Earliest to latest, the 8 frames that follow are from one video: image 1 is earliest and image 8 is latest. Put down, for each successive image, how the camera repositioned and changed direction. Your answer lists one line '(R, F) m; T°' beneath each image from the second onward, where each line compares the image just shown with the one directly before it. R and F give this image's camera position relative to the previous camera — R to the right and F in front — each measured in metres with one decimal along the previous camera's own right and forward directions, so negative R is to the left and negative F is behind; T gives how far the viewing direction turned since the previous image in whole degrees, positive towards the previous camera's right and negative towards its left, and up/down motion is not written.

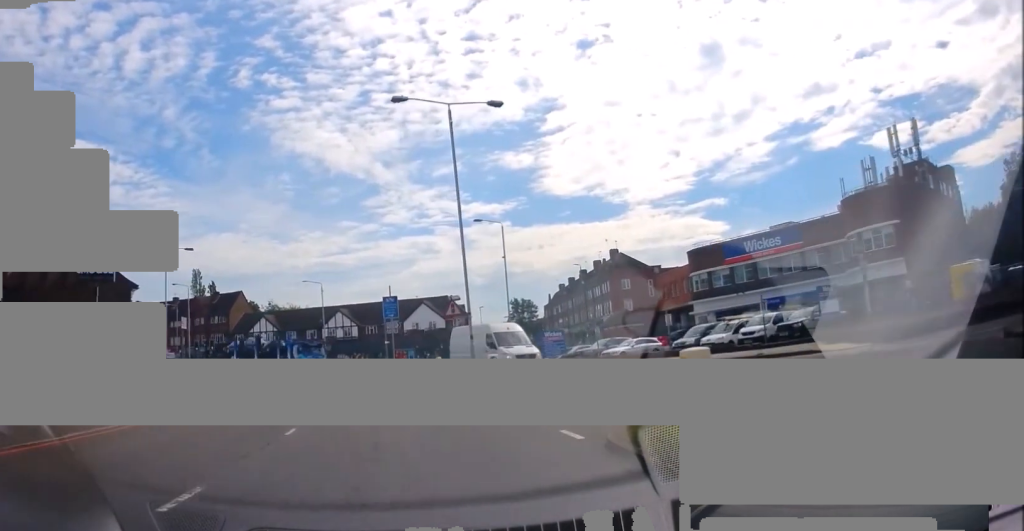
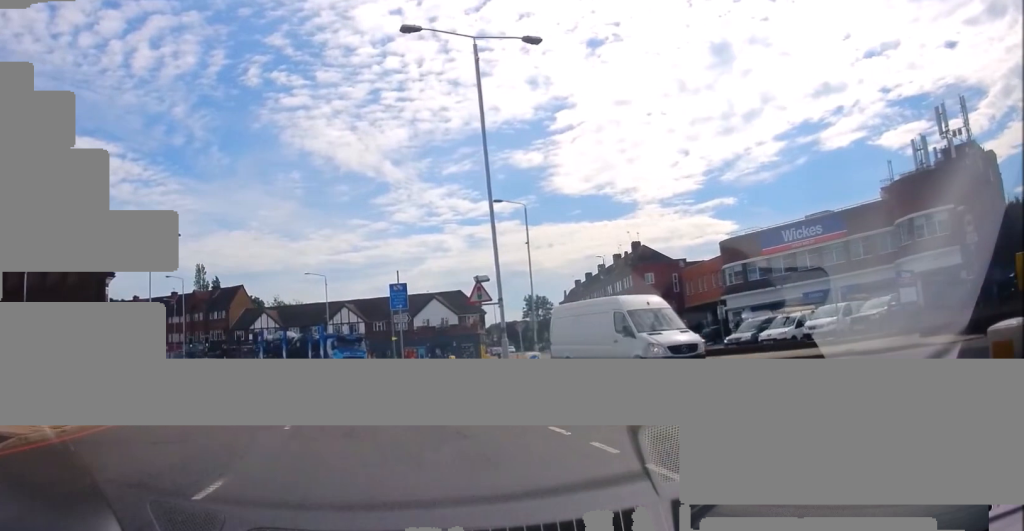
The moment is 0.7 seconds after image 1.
(-0.2, +5.7) m; 0°
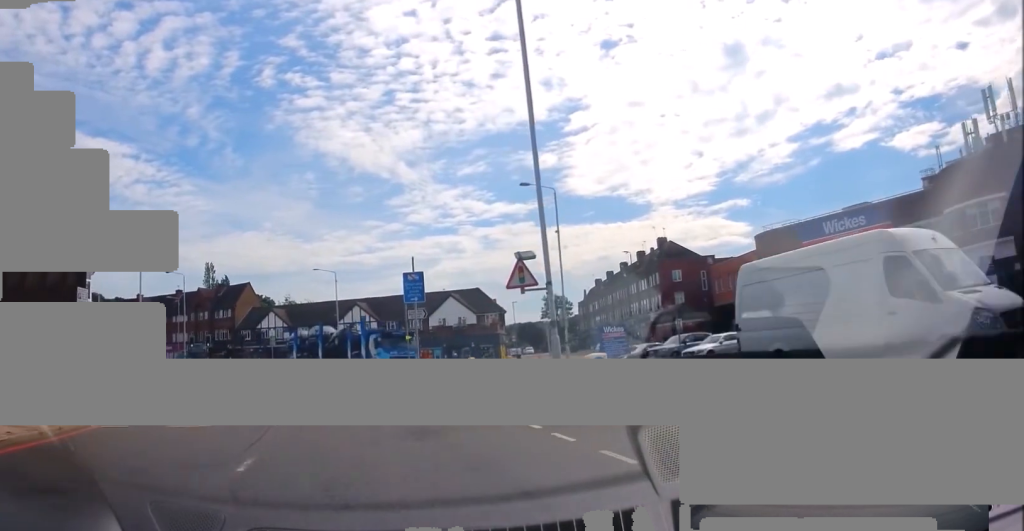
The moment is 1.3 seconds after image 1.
(+0.1, +4.5) m; -1°
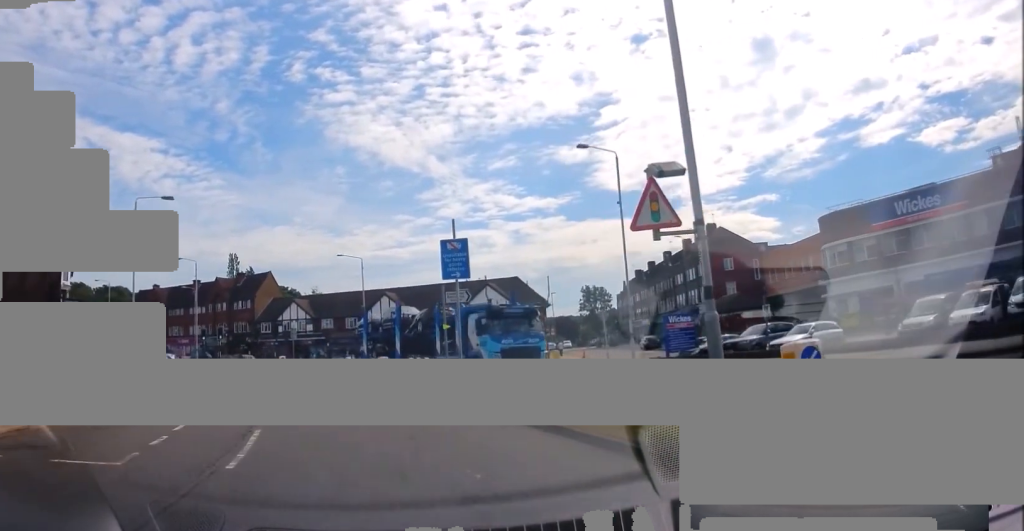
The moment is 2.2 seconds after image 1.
(0.0, +6.5) m; -3°
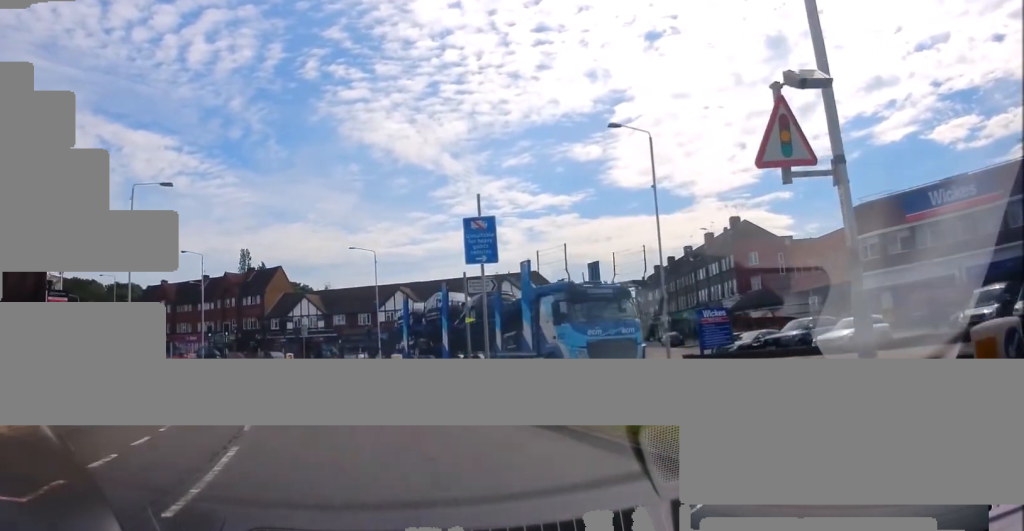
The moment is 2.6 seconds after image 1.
(-0.1, +3.0) m; -2°
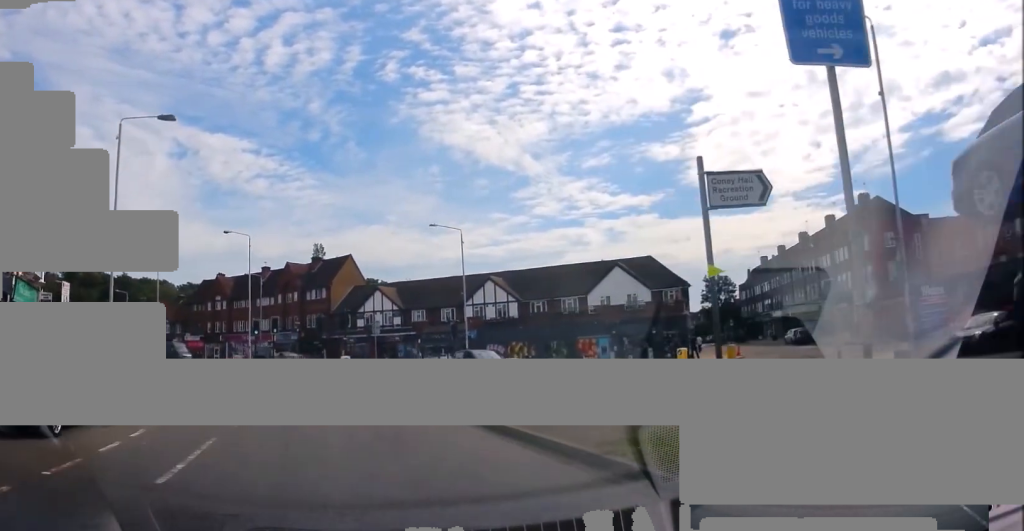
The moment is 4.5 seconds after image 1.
(-0.6, +11.7) m; -3°
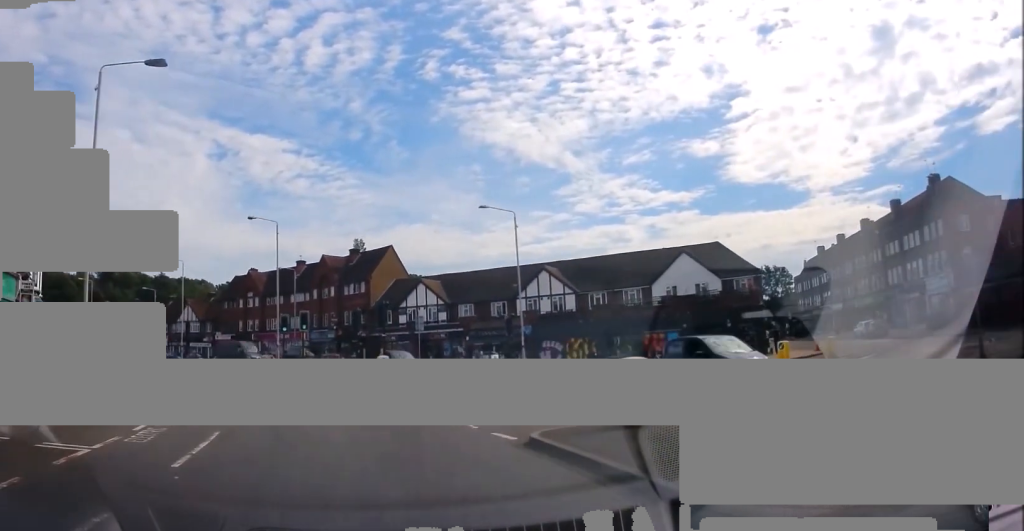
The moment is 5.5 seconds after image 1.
(0.0, +5.8) m; -6°
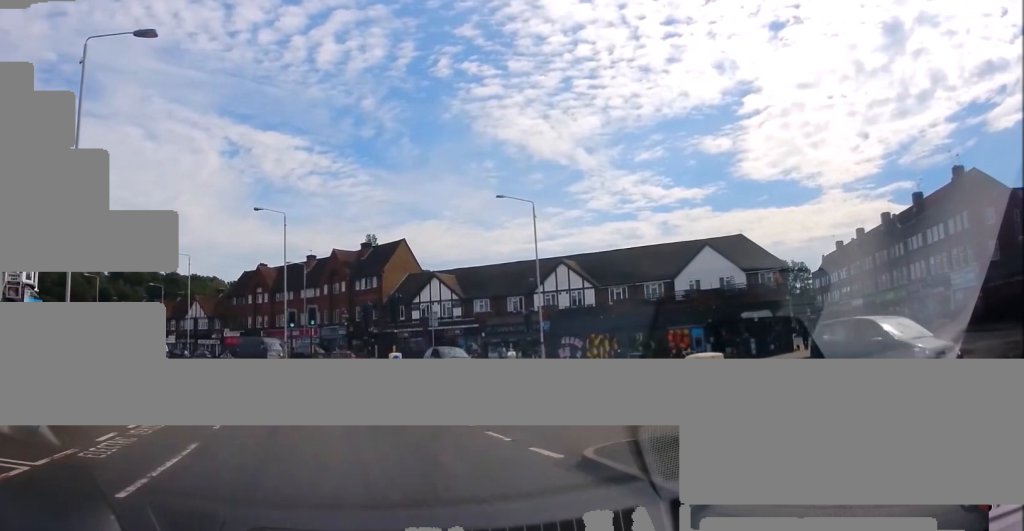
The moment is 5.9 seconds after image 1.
(0.0, +2.2) m; -3°
